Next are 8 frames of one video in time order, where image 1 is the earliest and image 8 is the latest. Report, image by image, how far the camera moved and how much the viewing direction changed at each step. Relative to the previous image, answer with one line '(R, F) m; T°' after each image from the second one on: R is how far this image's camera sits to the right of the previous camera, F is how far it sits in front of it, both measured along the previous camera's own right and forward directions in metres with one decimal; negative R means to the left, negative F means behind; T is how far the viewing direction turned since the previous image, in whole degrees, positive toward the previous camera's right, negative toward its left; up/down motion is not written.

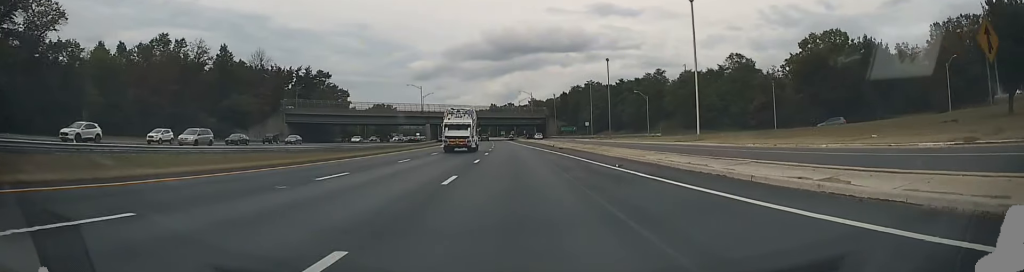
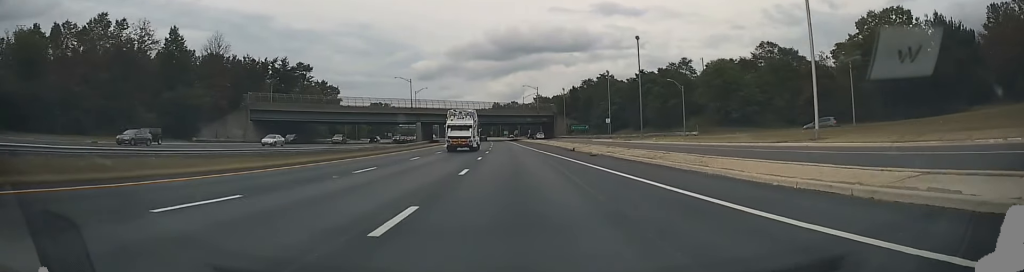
(-0.1, +20.2) m; 0°
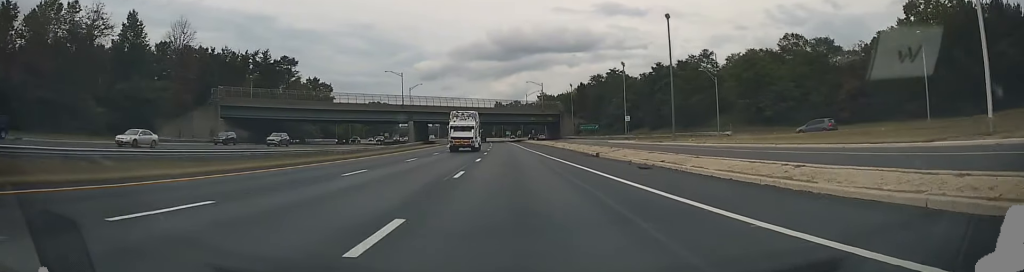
(0.0, +13.5) m; 0°
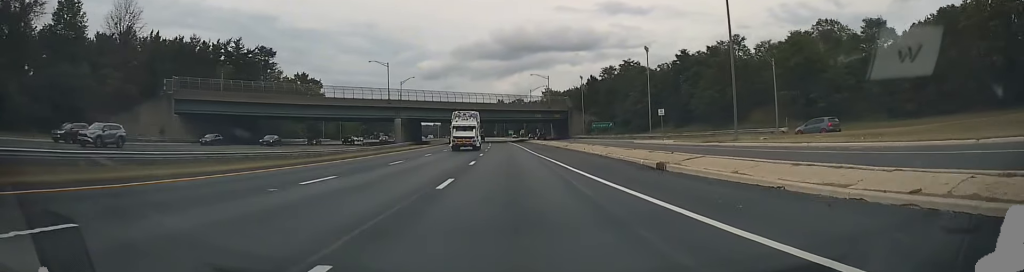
(0.0, +16.6) m; -1°
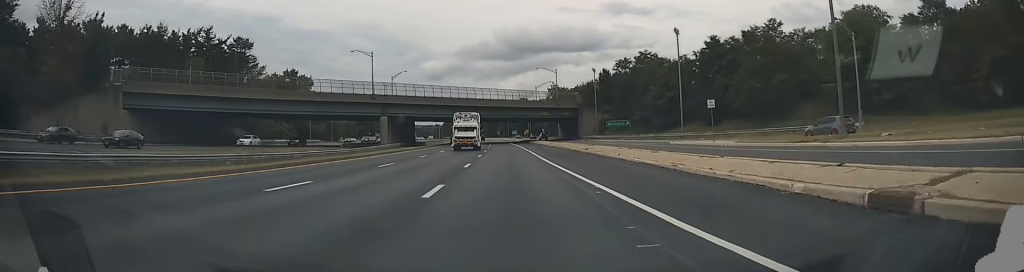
(0.0, +14.3) m; -1°
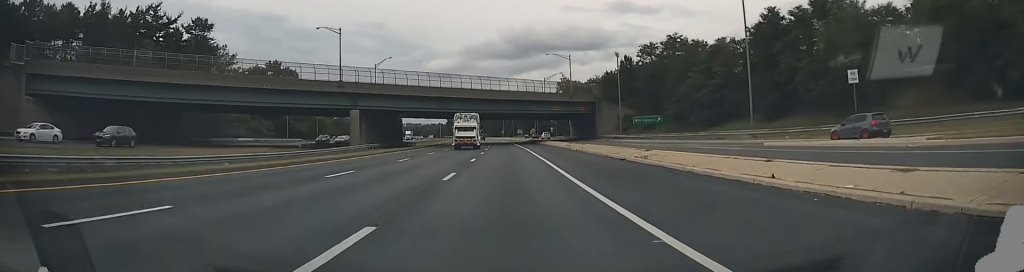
(-0.4, +19.7) m; -1°
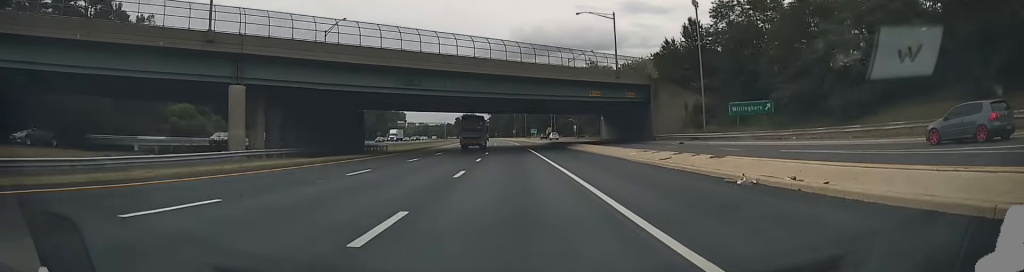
(0.0, +35.0) m; 0°
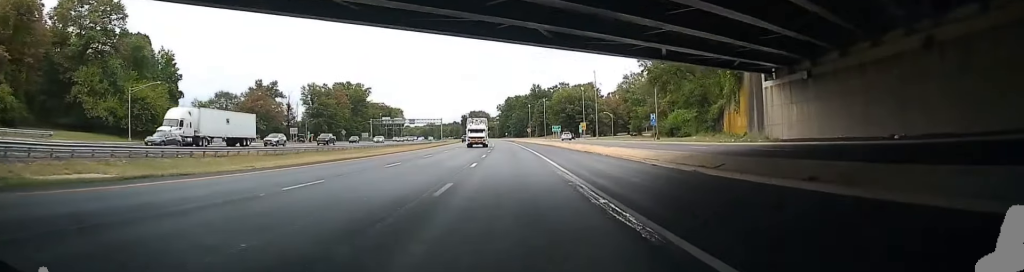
(-0.2, +66.7) m; -1°
